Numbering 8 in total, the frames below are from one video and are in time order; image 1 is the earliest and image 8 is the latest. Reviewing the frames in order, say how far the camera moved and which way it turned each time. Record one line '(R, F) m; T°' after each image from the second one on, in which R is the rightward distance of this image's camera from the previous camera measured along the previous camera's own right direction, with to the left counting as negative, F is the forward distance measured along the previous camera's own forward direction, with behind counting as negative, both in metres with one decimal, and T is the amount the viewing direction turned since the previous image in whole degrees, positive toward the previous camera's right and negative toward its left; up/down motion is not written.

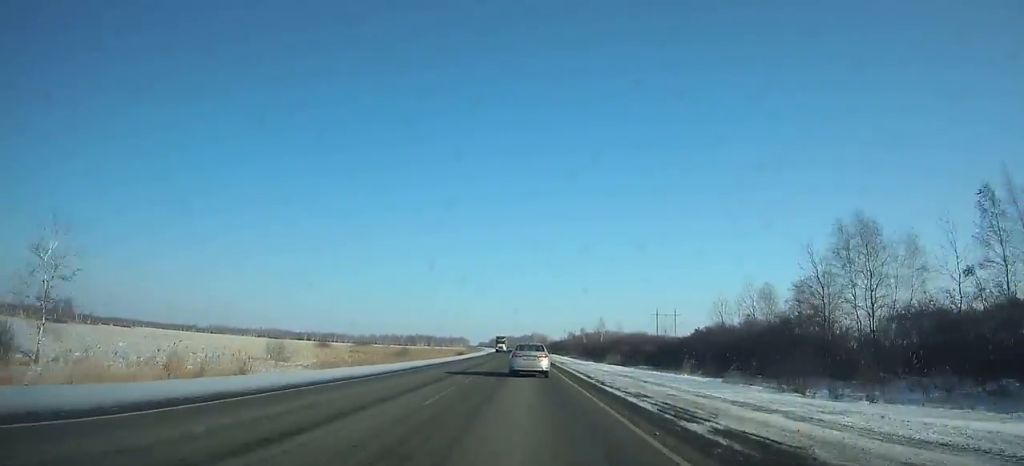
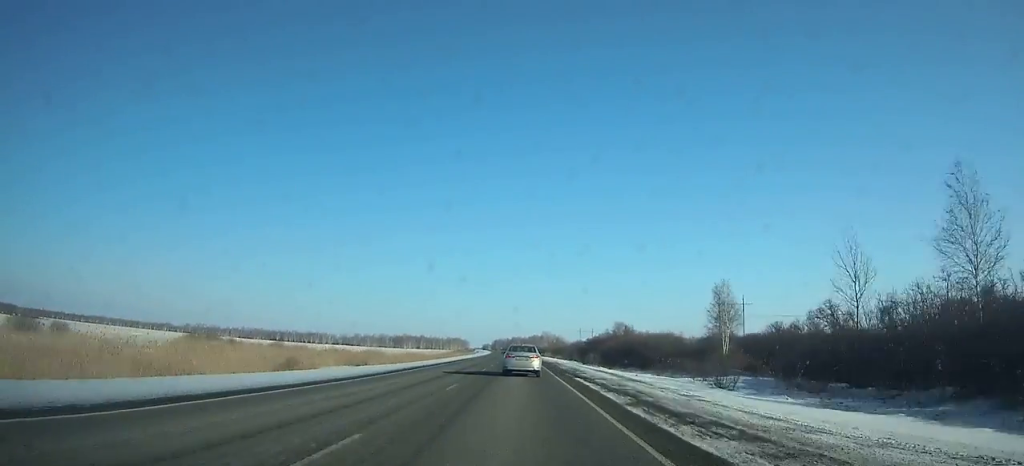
(-1.2, +114.4) m; -1°
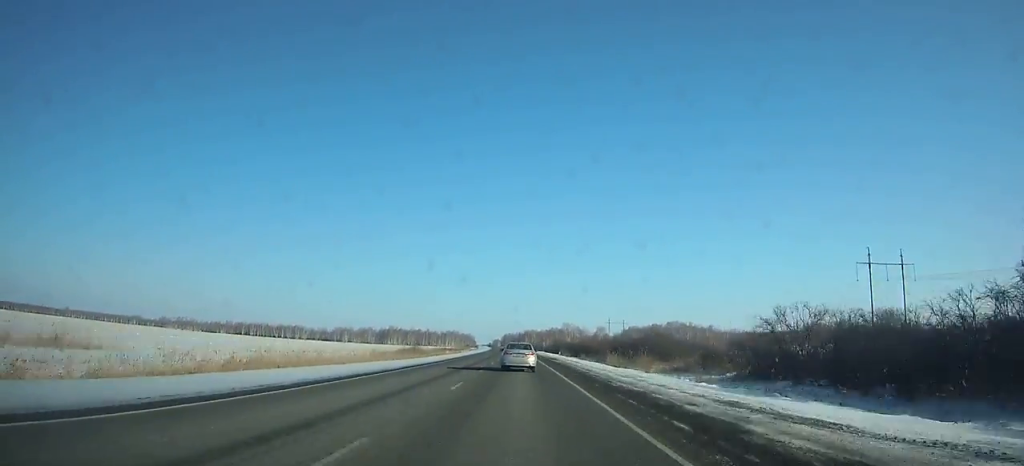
(-1.7, +119.4) m; -1°
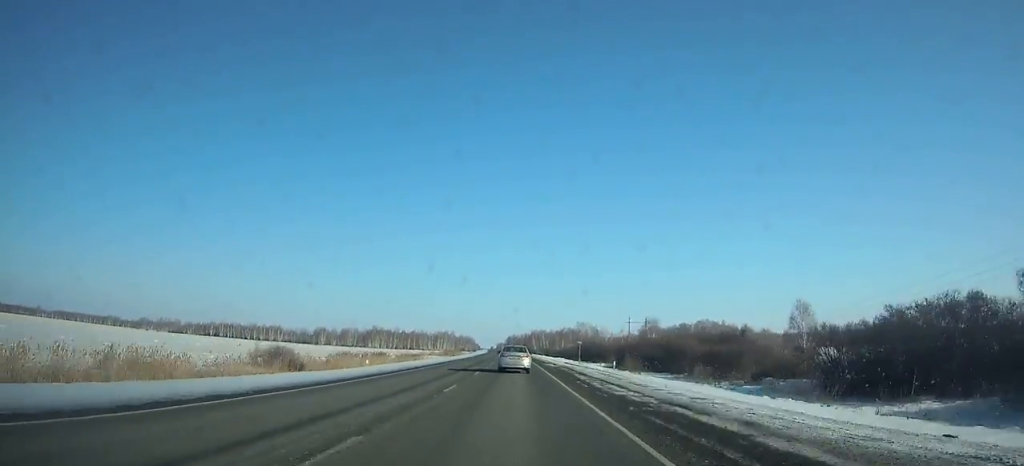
(-0.5, +70.7) m; -1°
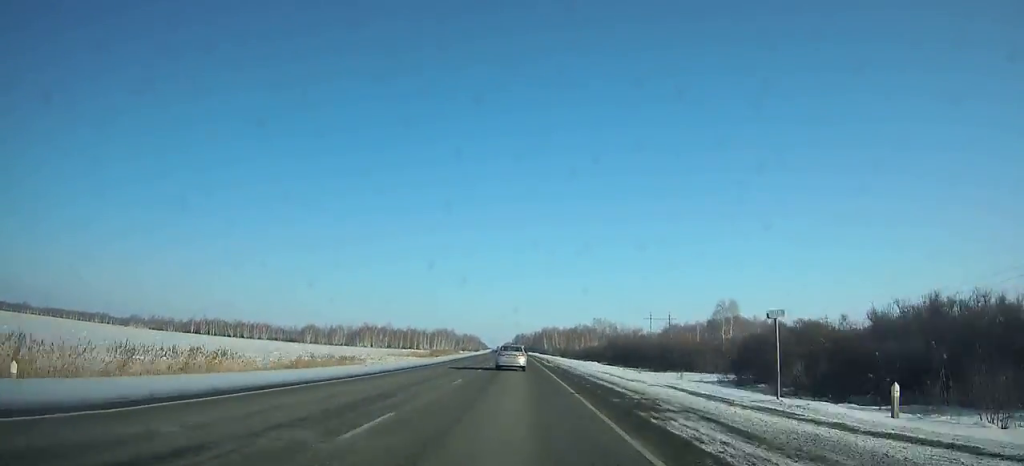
(0.0, +46.3) m; 0°
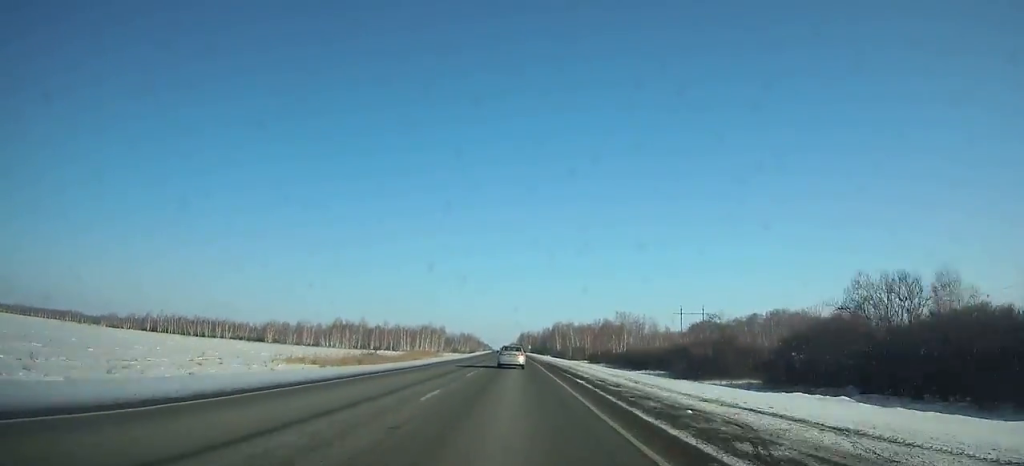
(-0.3, +65.7) m; -1°
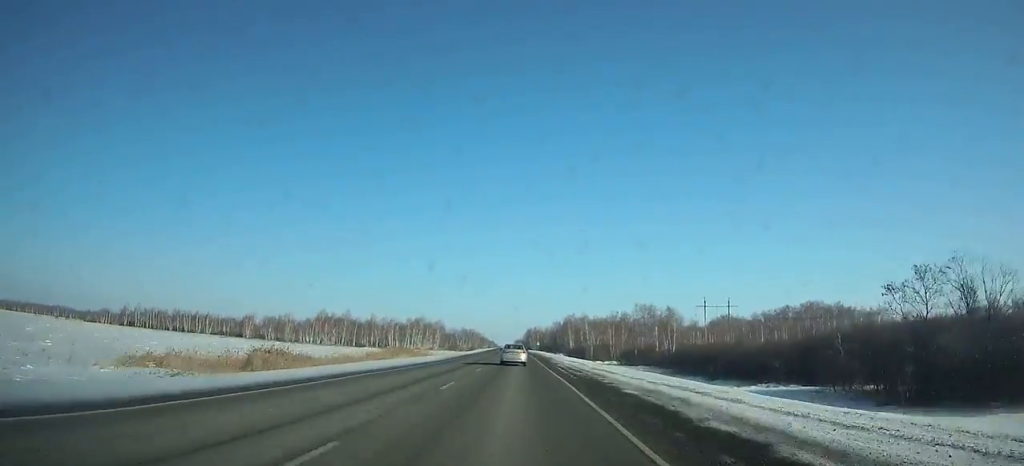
(-0.1, +32.9) m; 0°
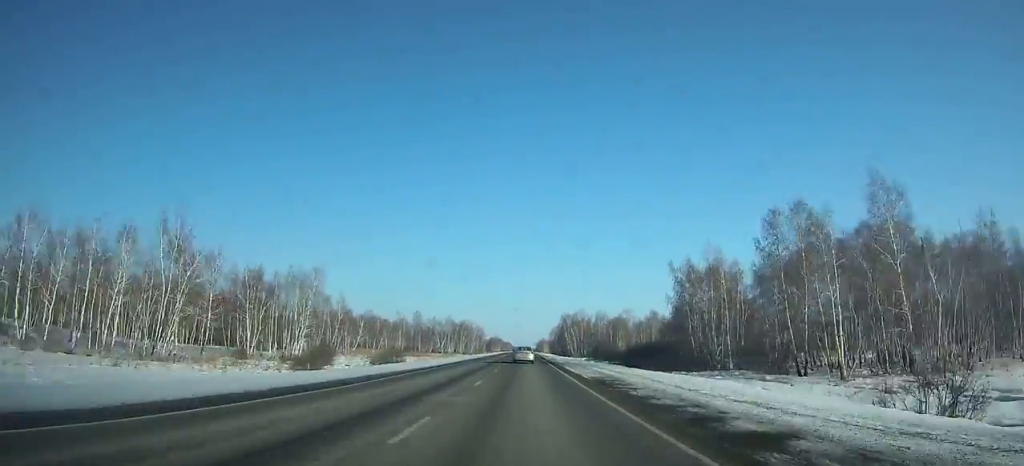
(-2.9, +162.8) m; -2°
